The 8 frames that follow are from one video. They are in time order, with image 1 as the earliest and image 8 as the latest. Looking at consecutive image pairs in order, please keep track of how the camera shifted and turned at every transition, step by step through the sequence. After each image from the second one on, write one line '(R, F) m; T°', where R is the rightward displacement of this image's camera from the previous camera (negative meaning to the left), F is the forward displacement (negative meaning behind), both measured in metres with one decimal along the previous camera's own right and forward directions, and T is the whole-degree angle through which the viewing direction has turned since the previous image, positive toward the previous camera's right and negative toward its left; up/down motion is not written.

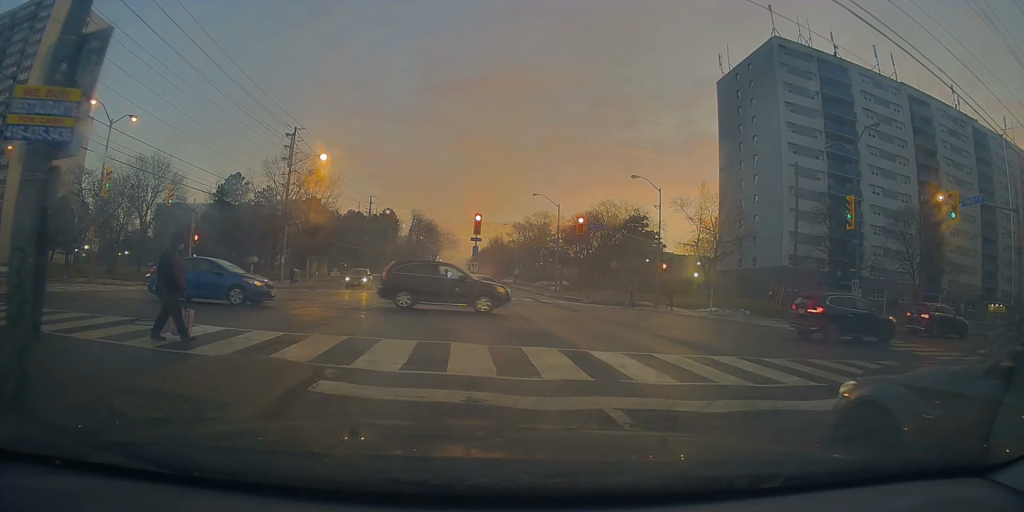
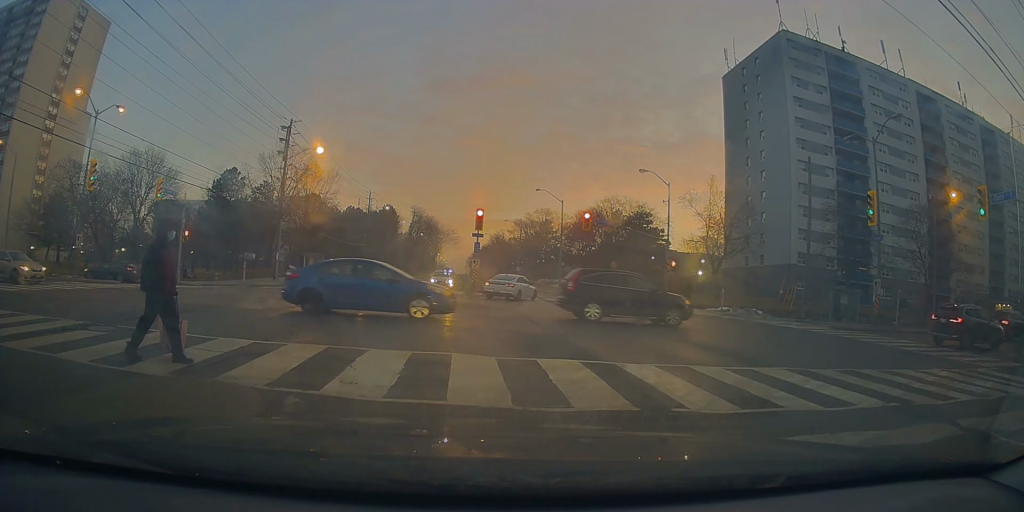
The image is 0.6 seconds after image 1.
(+0.4, +2.5) m; +1°
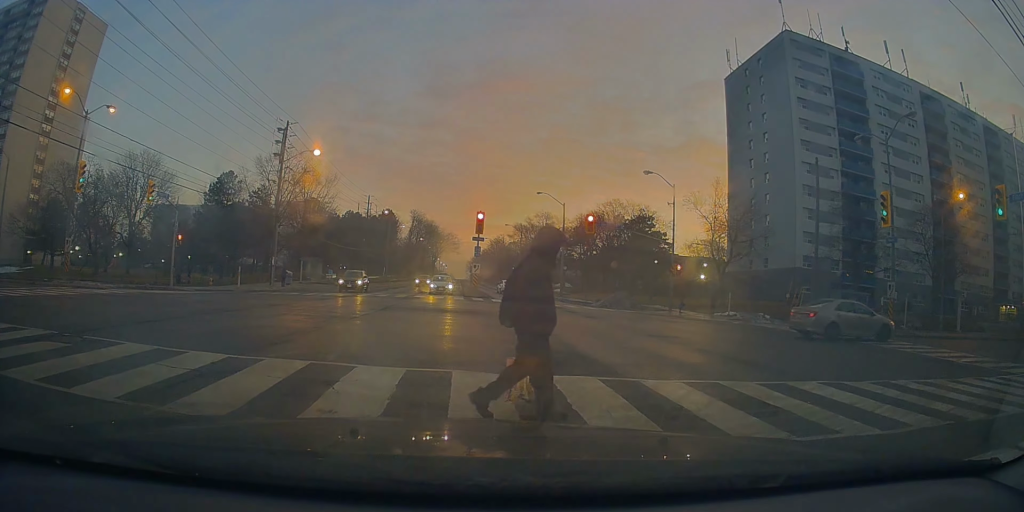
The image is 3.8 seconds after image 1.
(-0.2, +3.2) m; 0°
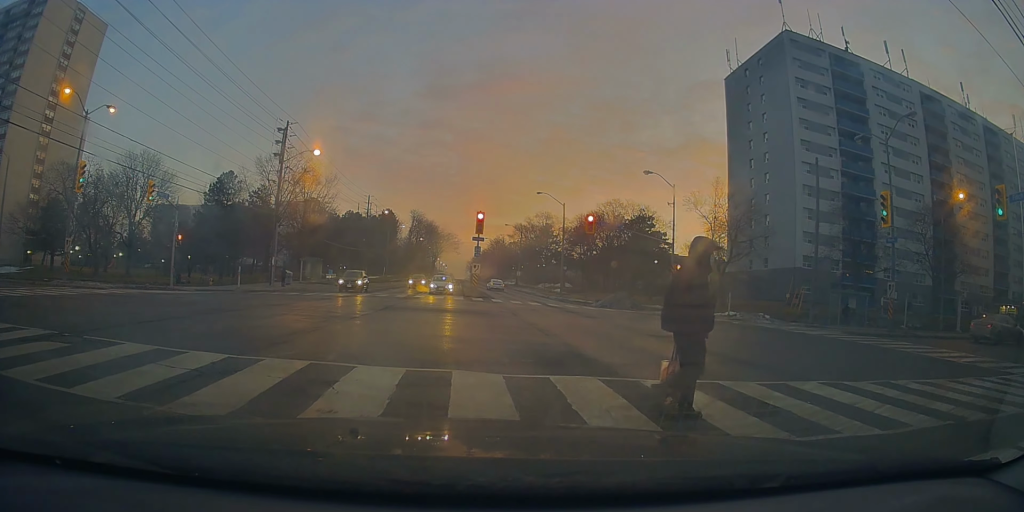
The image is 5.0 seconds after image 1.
(0.0, 0.0) m; 0°
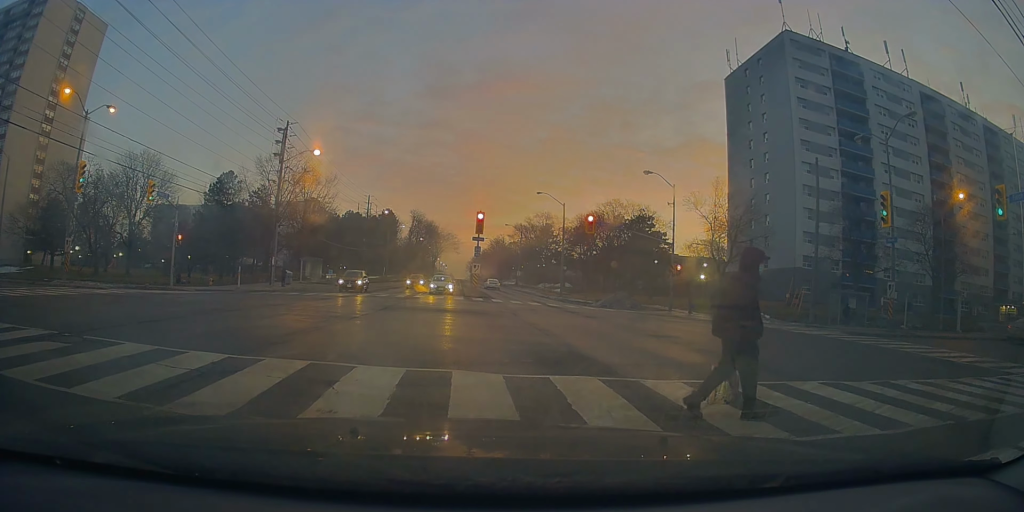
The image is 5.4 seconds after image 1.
(0.0, 0.0) m; 0°
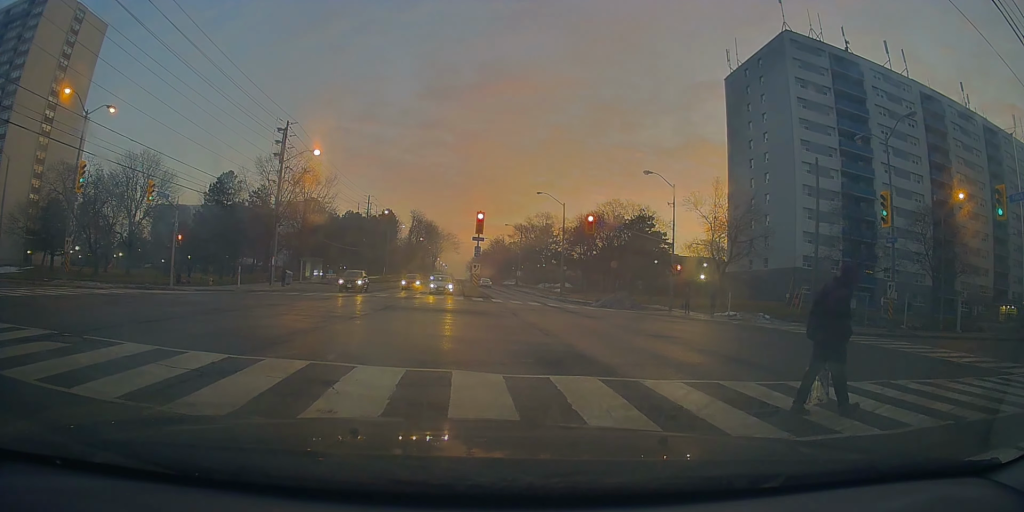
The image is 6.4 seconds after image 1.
(0.0, 0.0) m; 0°
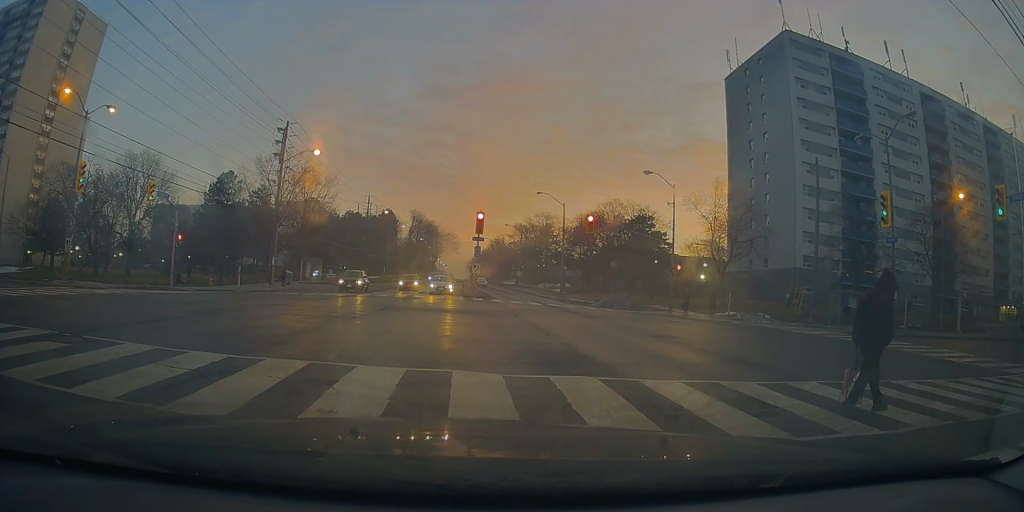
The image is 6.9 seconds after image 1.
(0.0, 0.0) m; 0°
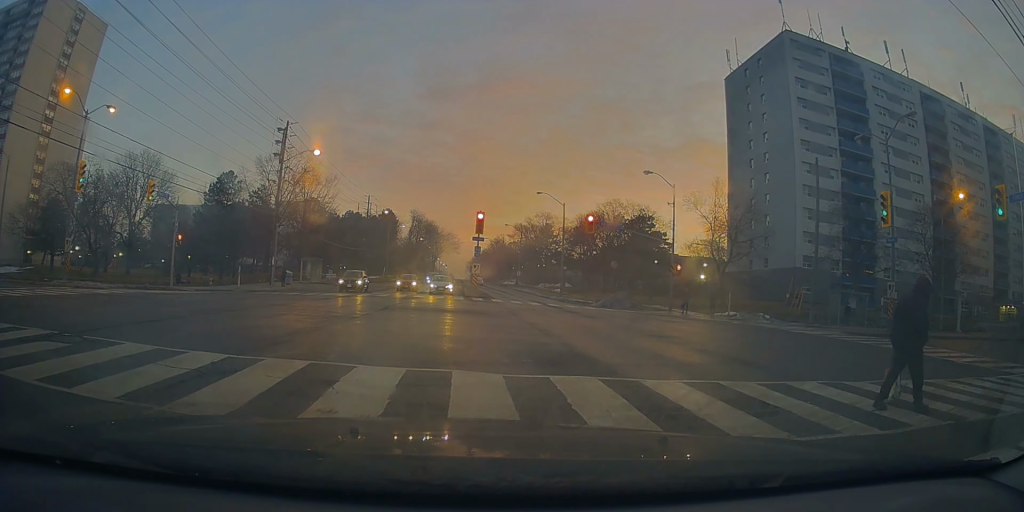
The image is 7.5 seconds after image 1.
(0.0, 0.0) m; 0°
